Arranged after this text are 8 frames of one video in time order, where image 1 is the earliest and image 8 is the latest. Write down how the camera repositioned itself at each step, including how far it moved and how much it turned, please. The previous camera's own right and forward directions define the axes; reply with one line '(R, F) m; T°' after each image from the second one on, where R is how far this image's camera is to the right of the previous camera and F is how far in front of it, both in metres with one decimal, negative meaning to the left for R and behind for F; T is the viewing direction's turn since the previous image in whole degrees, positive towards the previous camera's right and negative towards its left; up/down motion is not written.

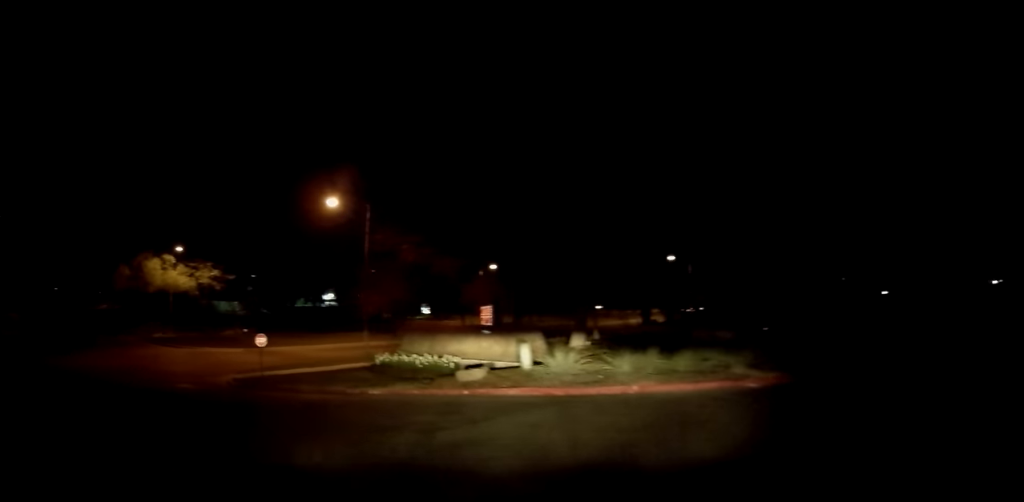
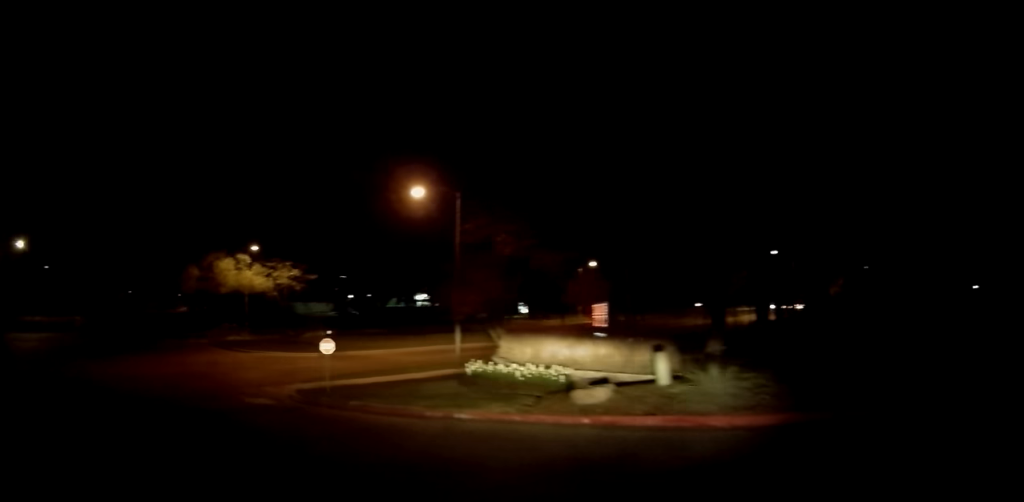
(-0.1, +3.4) m; -6°
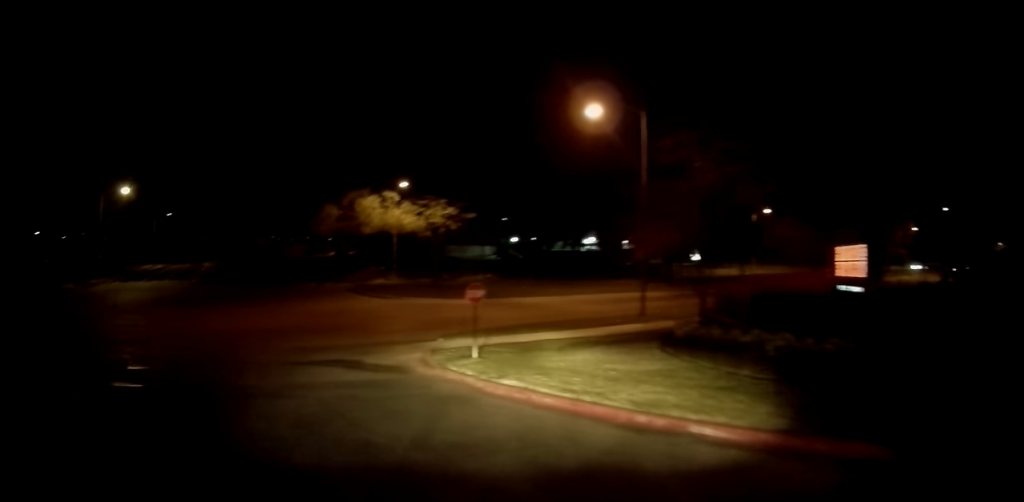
(-0.7, +5.3) m; -17°
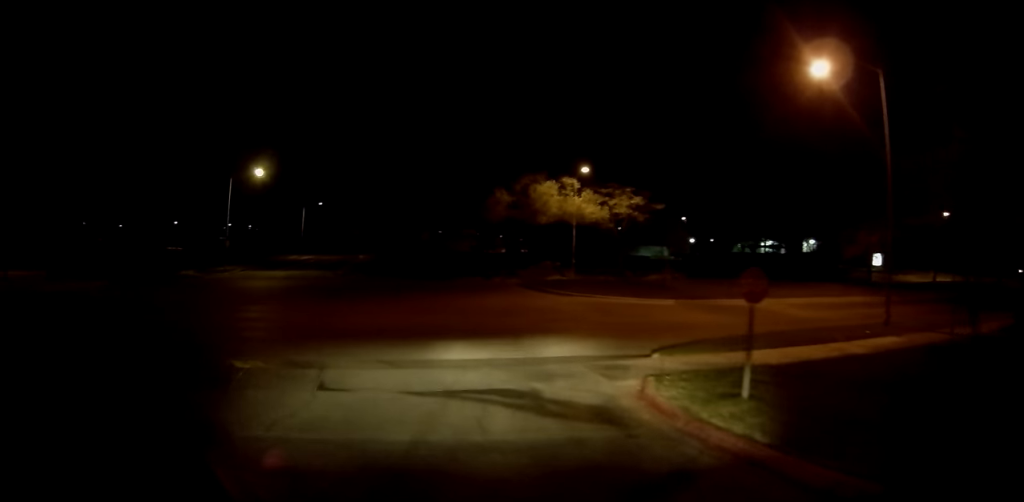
(-1.4, +5.7) m; -23°
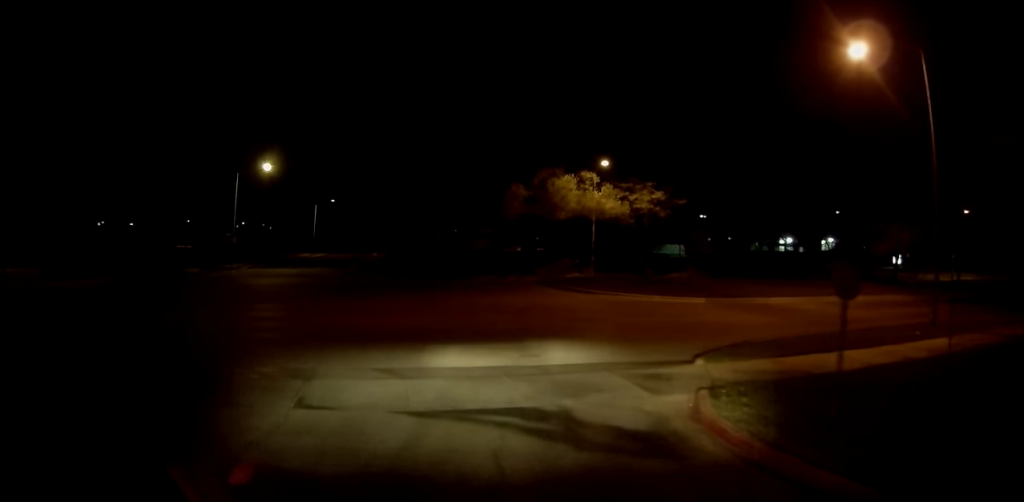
(-0.1, +1.9) m; -4°
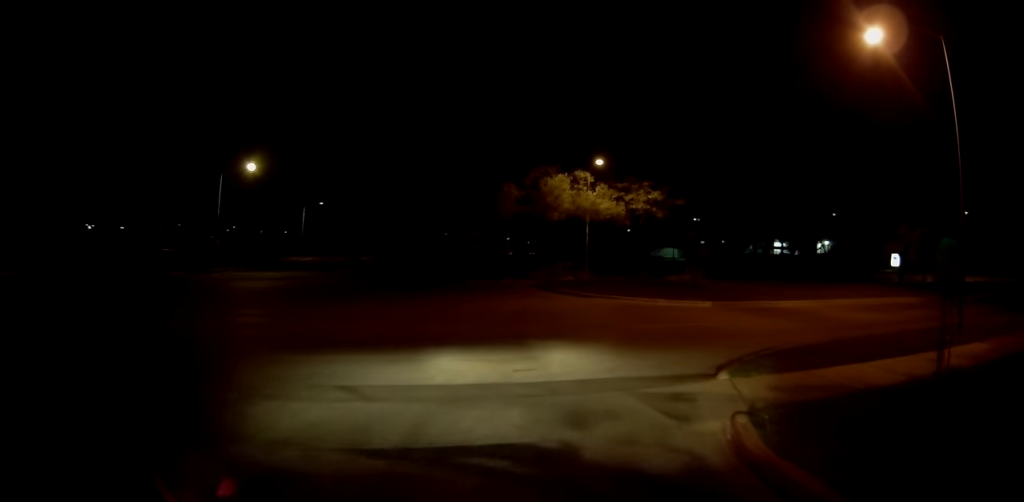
(0.0, +1.8) m; -1°
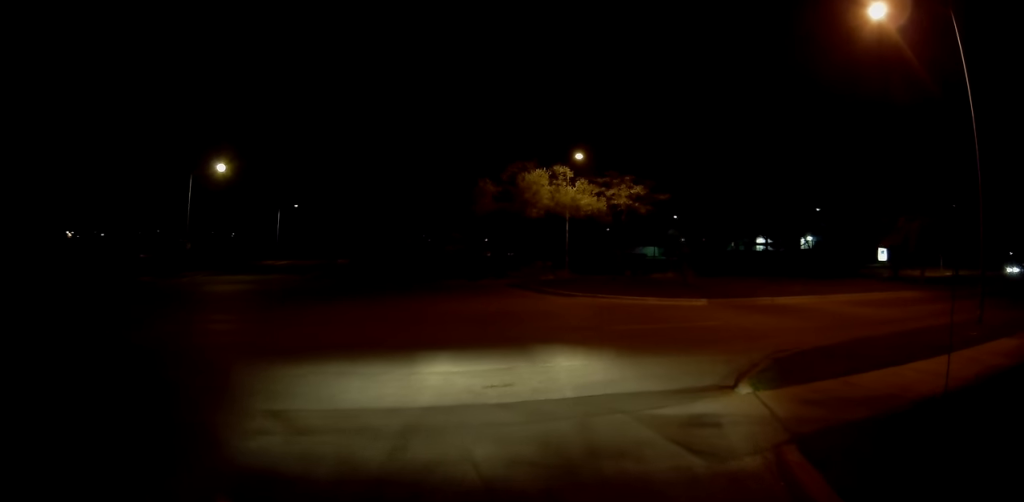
(0.0, +1.9) m; 0°
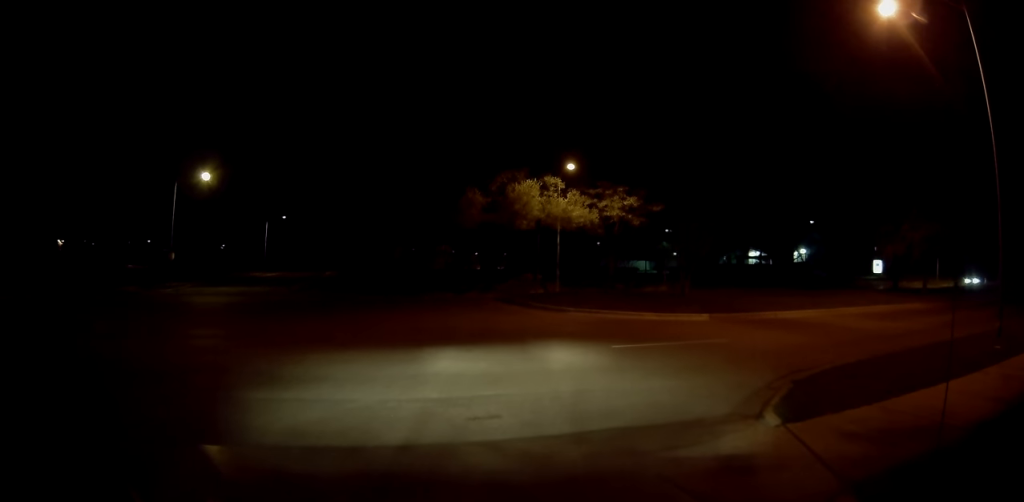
(+0.4, +1.4) m; 0°
